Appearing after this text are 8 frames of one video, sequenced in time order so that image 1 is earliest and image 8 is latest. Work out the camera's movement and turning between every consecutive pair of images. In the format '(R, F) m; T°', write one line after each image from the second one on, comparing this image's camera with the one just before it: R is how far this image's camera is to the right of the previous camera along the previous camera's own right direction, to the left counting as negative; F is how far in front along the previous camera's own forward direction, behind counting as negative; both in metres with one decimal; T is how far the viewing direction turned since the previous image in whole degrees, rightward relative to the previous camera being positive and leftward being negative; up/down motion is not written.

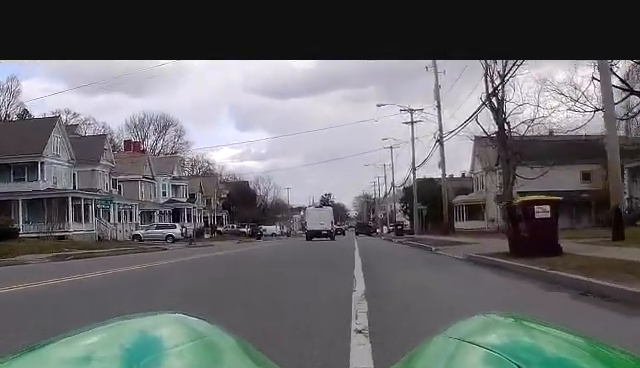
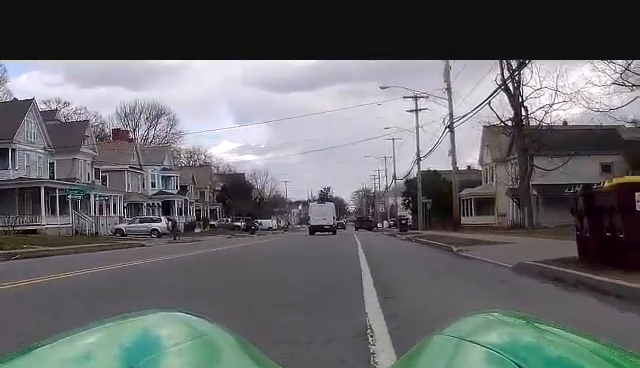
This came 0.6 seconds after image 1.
(+0.1, +5.6) m; 0°
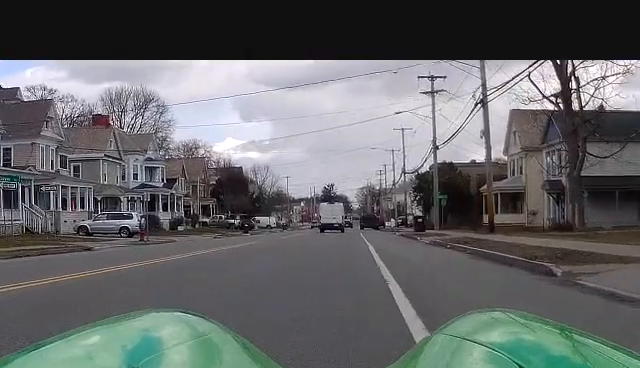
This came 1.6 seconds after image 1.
(0.0, +10.5) m; 0°
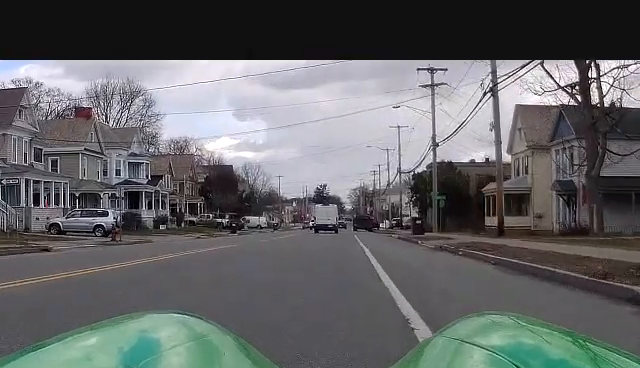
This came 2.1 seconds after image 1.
(0.0, +4.3) m; 0°
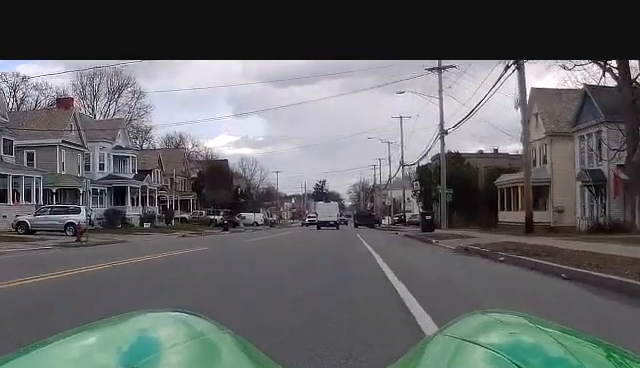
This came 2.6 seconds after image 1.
(0.0, +5.6) m; +1°
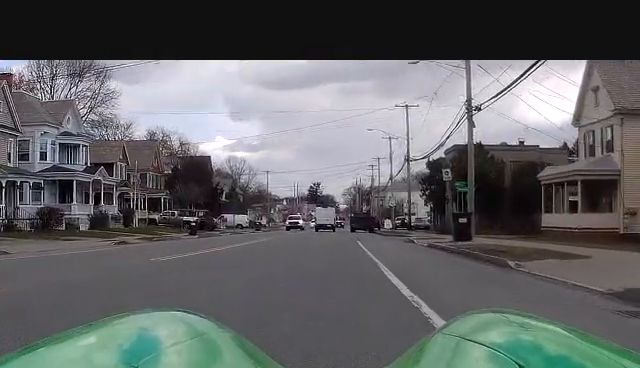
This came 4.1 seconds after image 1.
(0.0, +14.3) m; -2°
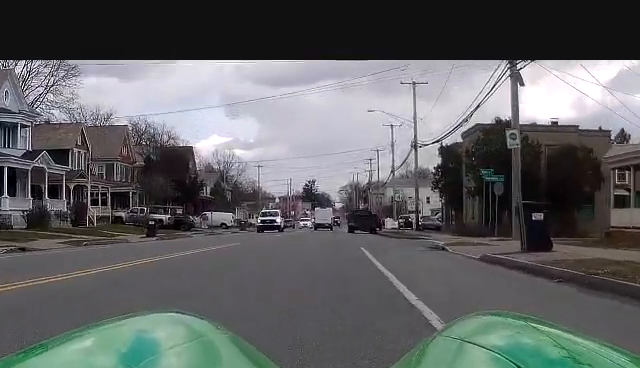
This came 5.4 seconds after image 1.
(-0.2, +12.3) m; +1°
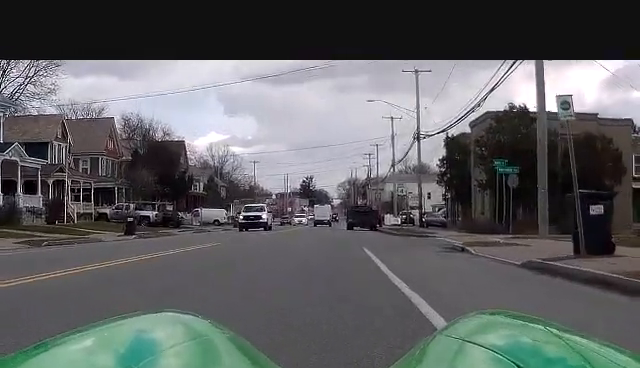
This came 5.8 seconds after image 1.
(0.0, +4.6) m; +1°
